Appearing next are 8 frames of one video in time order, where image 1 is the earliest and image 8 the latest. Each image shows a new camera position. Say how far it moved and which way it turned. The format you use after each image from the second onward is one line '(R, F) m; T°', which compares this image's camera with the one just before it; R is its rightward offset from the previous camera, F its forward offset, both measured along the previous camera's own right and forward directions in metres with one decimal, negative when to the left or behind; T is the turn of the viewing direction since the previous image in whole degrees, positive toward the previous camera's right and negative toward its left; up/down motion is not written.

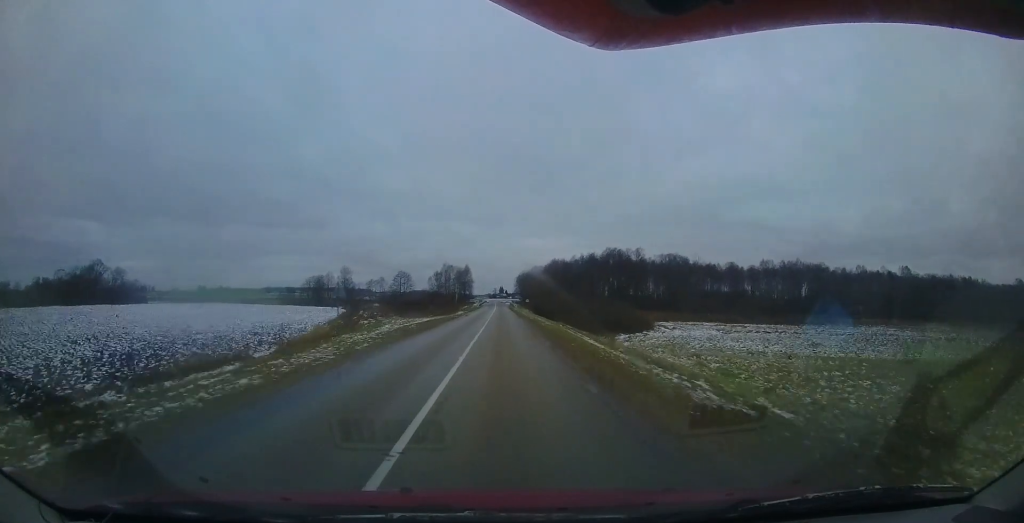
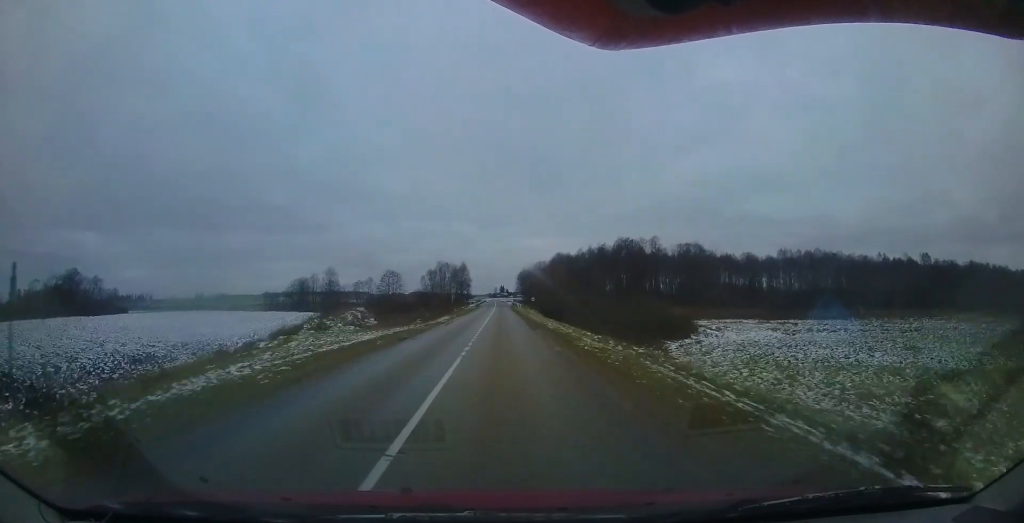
(-0.1, +12.8) m; -1°
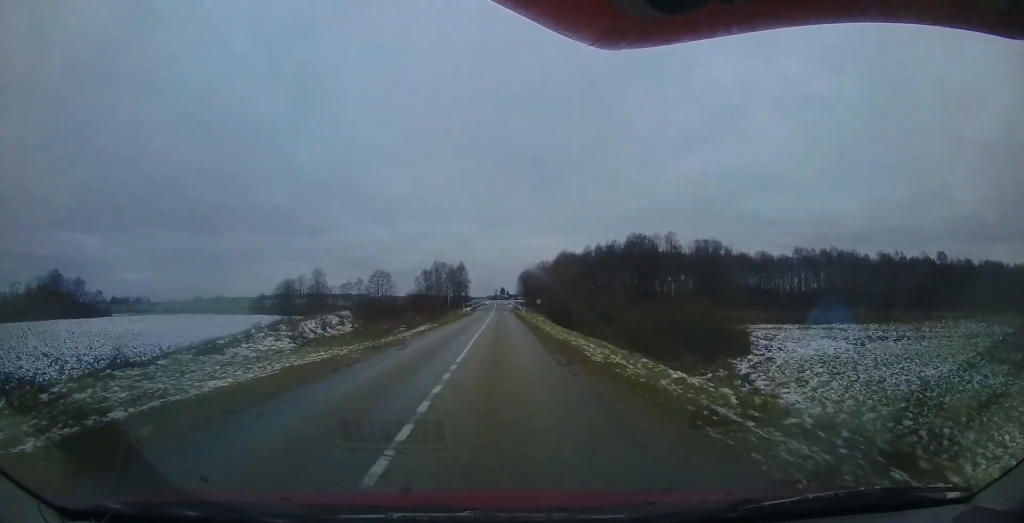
(-0.2, +9.5) m; -1°
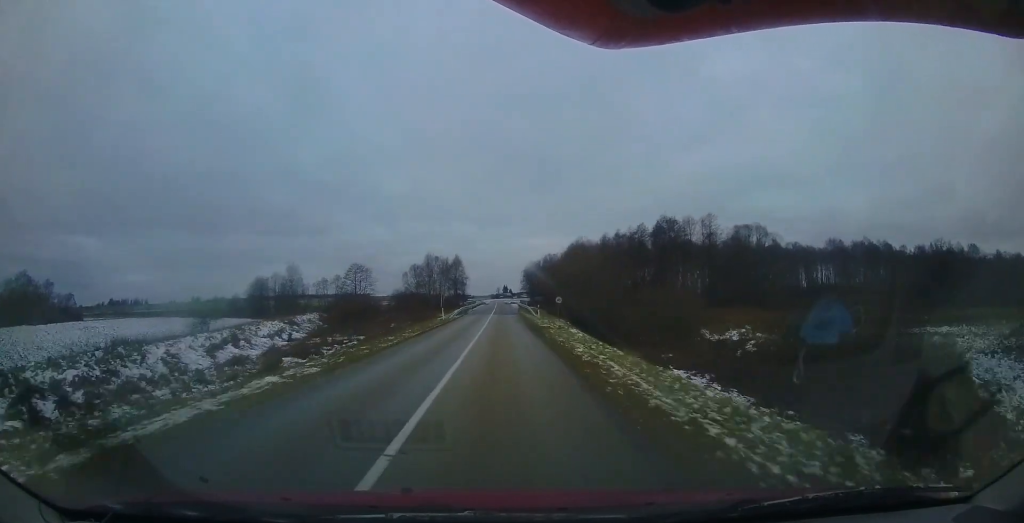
(-0.2, +16.8) m; 0°
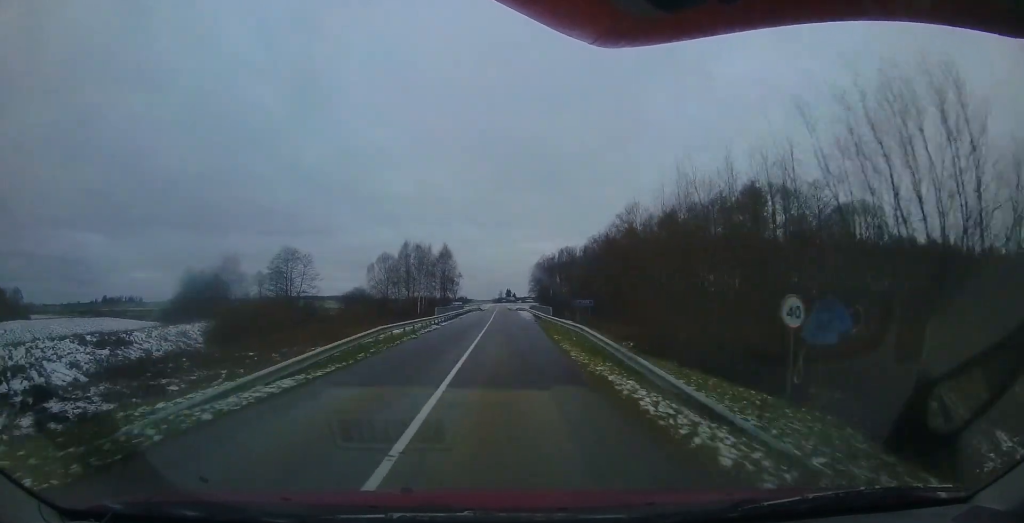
(+0.2, +28.3) m; +1°
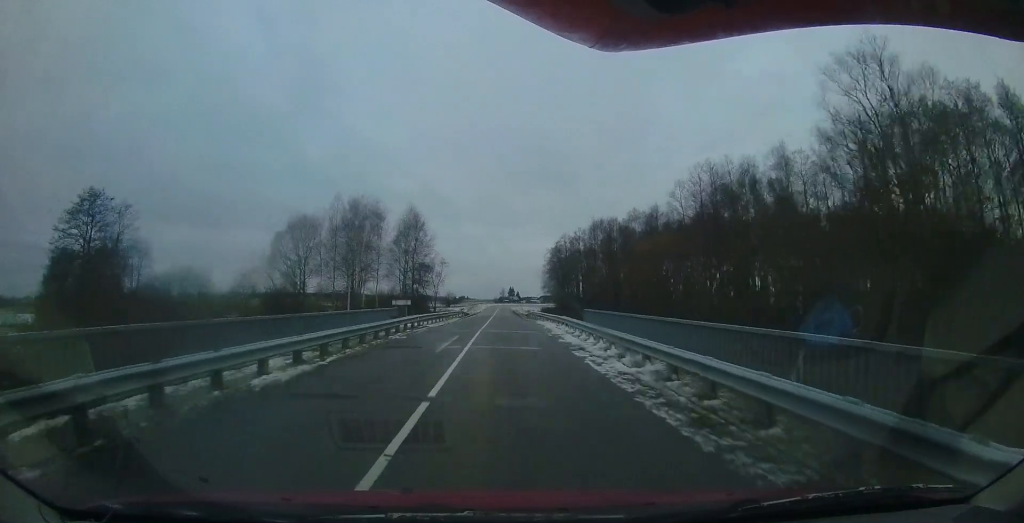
(+0.5, +32.7) m; +1°
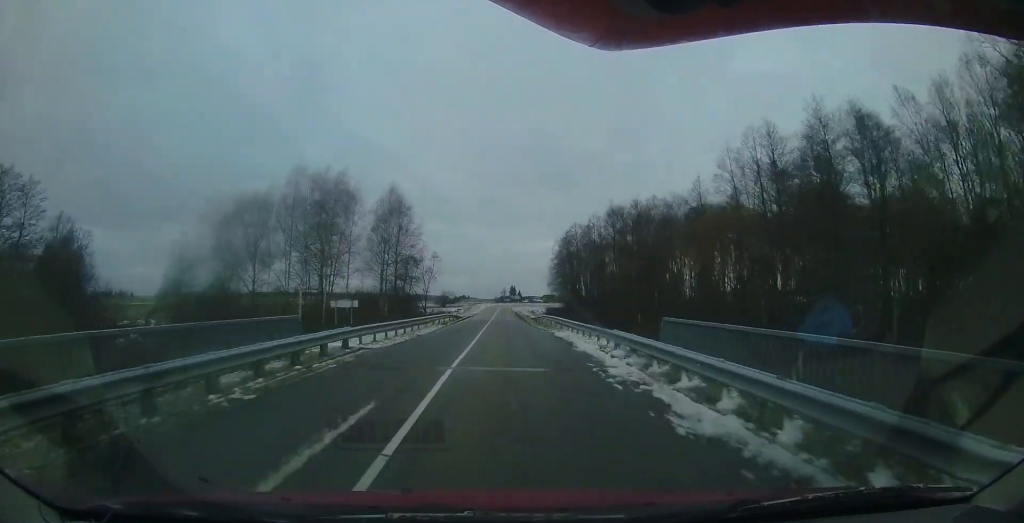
(+0.1, +9.7) m; -1°
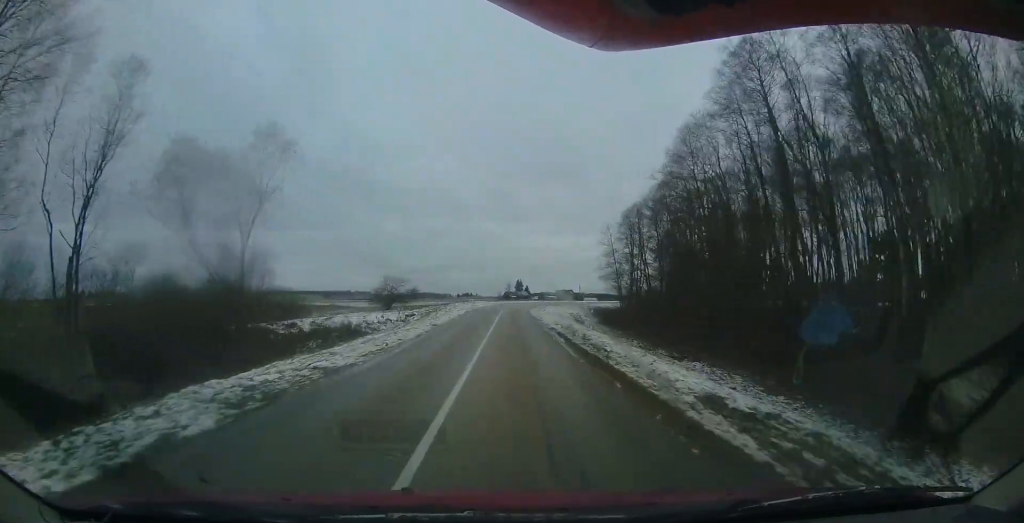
(-2.0, +47.4) m; -3°
